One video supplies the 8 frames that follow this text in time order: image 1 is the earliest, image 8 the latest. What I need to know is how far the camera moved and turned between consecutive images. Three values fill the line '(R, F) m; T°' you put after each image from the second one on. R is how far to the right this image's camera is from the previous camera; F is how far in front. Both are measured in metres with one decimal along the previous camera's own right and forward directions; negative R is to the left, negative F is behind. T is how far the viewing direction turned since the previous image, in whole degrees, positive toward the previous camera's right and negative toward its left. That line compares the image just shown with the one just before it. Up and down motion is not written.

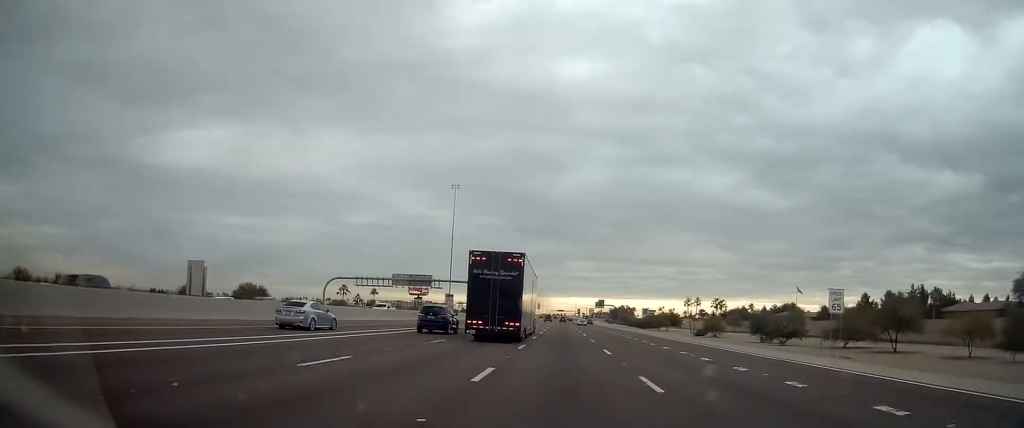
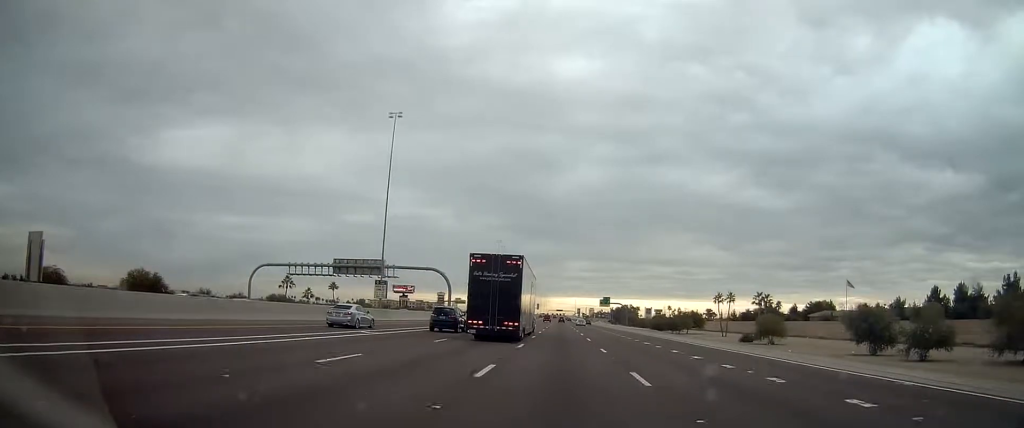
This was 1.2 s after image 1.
(+0.1, +35.5) m; 0°
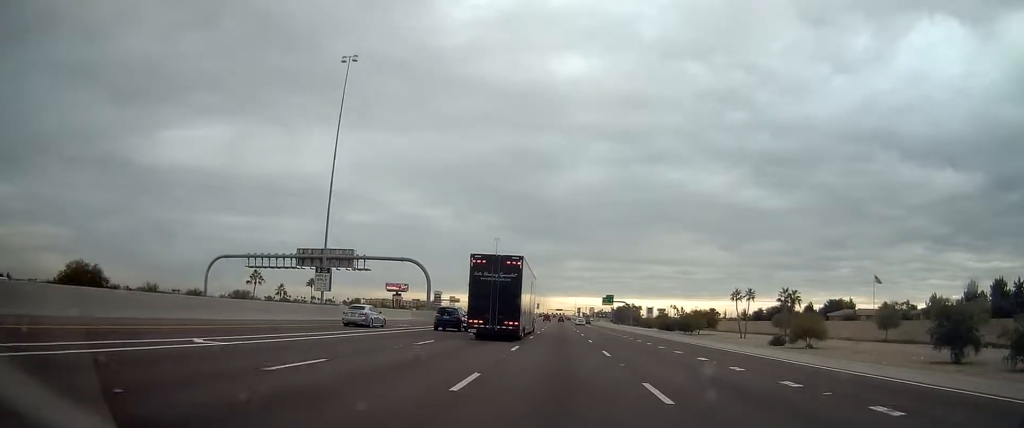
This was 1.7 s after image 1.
(0.0, +14.7) m; 0°
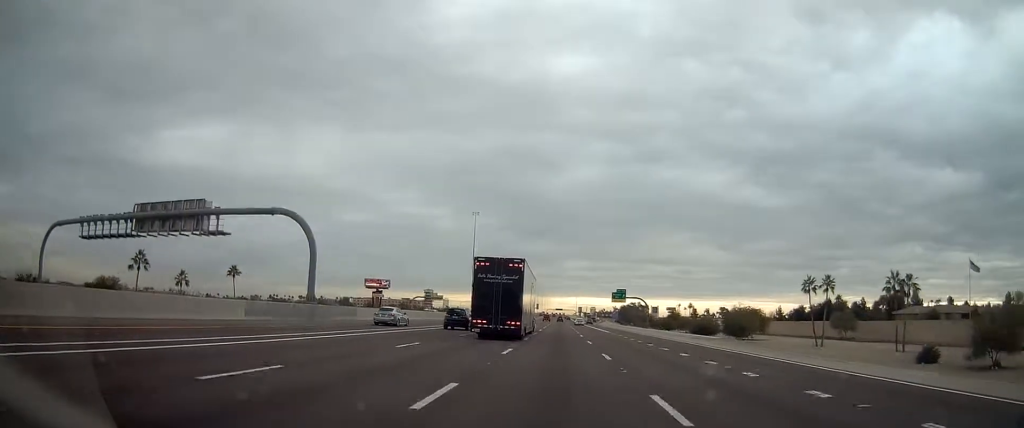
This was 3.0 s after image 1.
(-0.2, +38.2) m; 0°
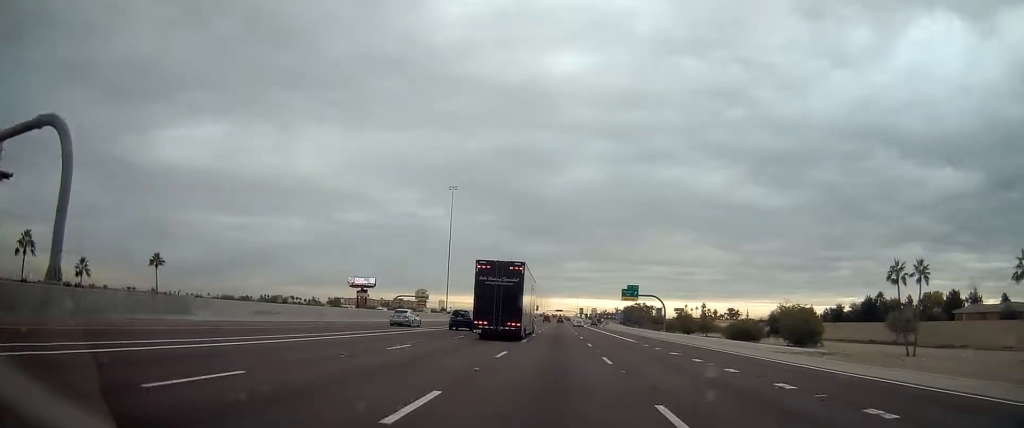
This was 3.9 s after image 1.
(0.0, +25.5) m; 0°
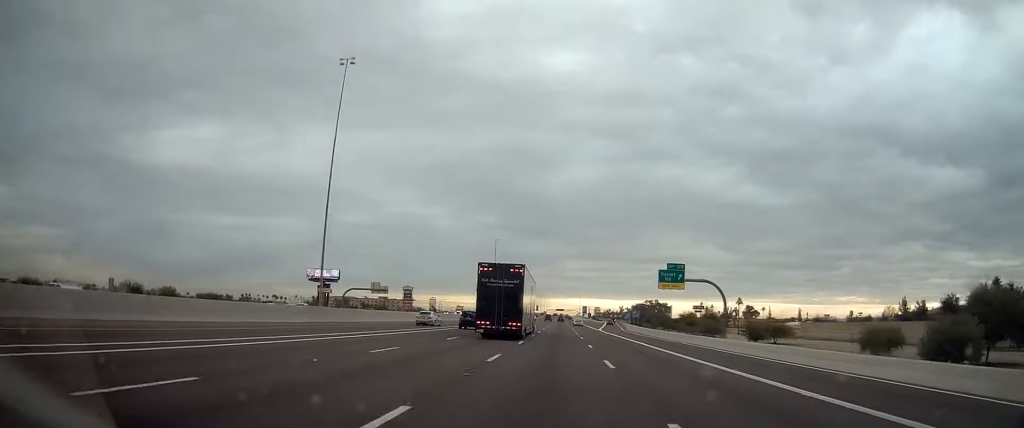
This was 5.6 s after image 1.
(+0.2, +50.0) m; 0°
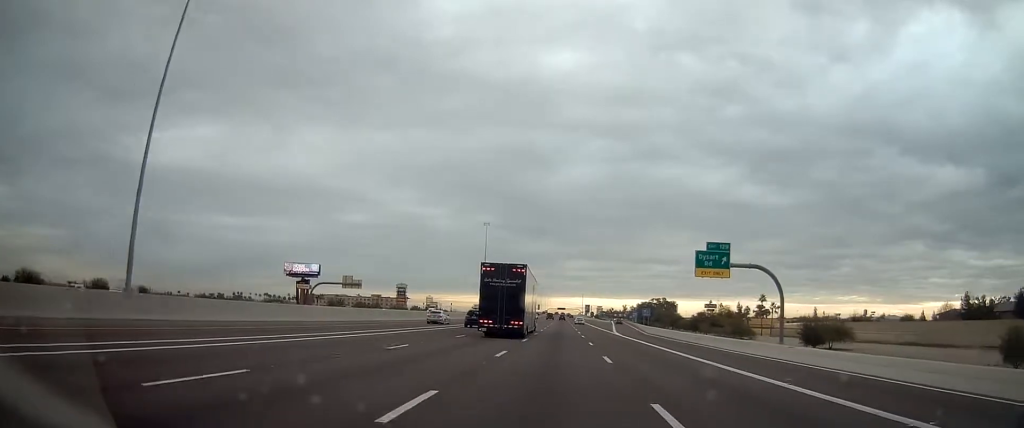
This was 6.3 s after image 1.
(-0.2, +22.6) m; 0°
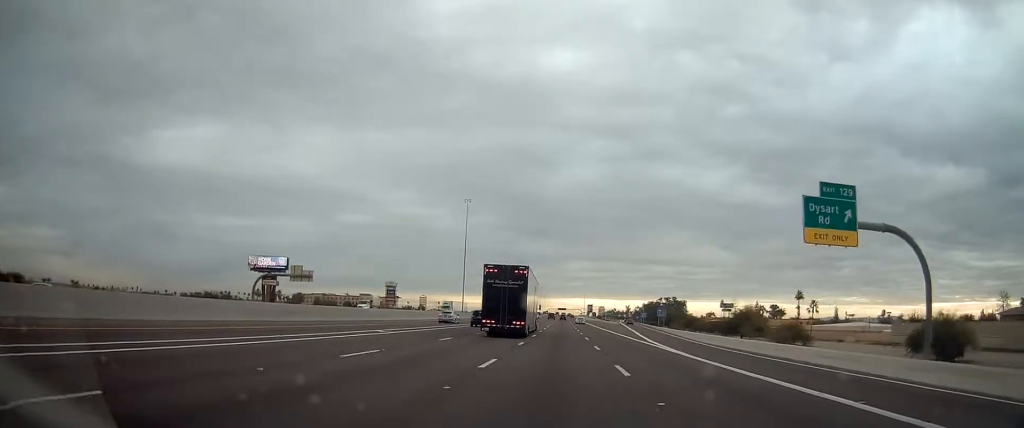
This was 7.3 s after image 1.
(+0.2, +28.5) m; 0°
